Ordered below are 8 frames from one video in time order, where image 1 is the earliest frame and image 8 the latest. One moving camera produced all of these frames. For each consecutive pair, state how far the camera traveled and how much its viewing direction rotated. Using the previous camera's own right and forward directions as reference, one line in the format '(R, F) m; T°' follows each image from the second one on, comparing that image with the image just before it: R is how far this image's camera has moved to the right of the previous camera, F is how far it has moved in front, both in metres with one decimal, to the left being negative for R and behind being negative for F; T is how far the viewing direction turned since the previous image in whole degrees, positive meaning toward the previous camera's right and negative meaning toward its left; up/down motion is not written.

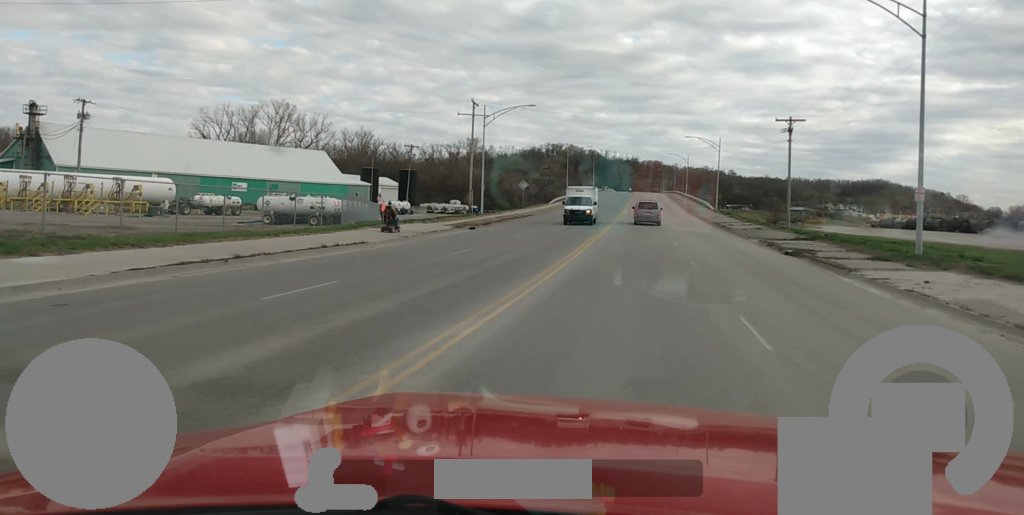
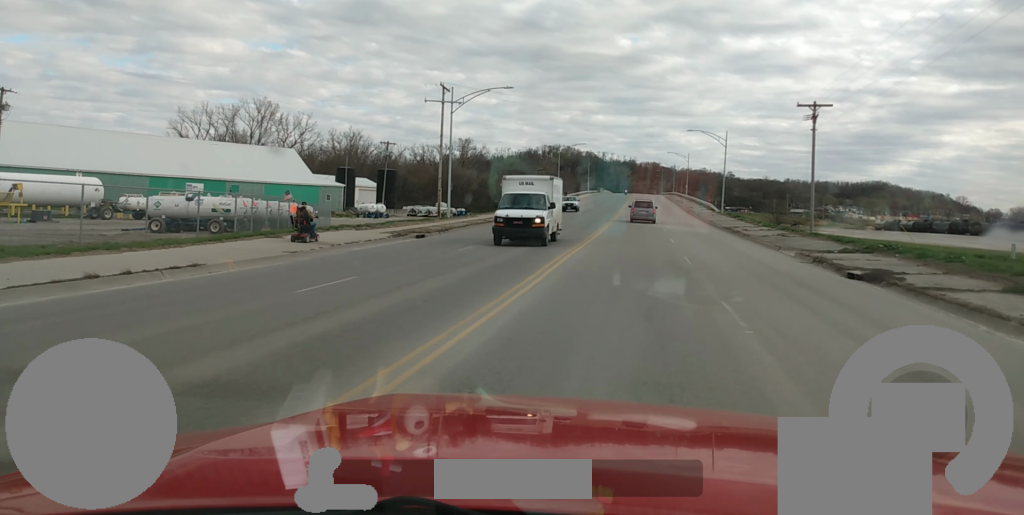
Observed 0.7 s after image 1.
(0.0, +10.5) m; -2°
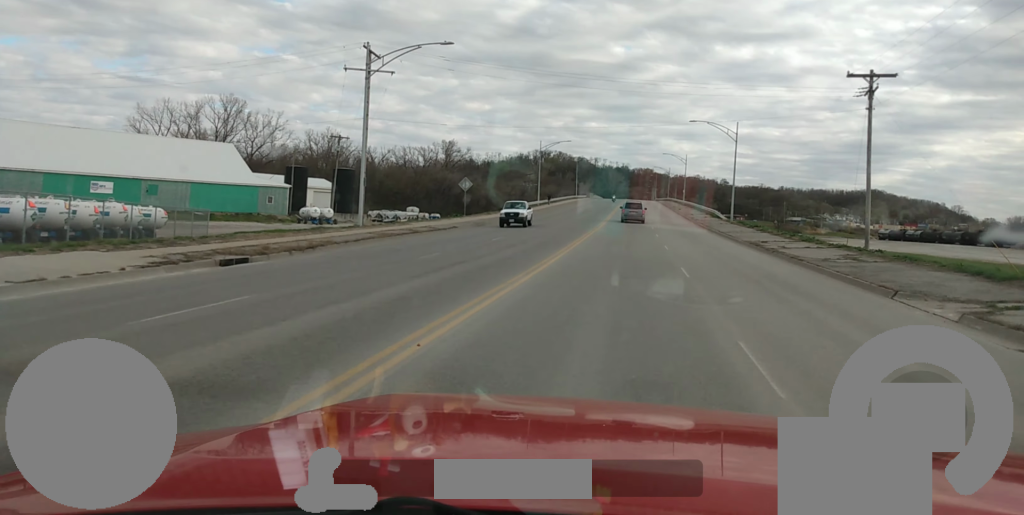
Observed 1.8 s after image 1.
(-0.5, +16.8) m; -2°
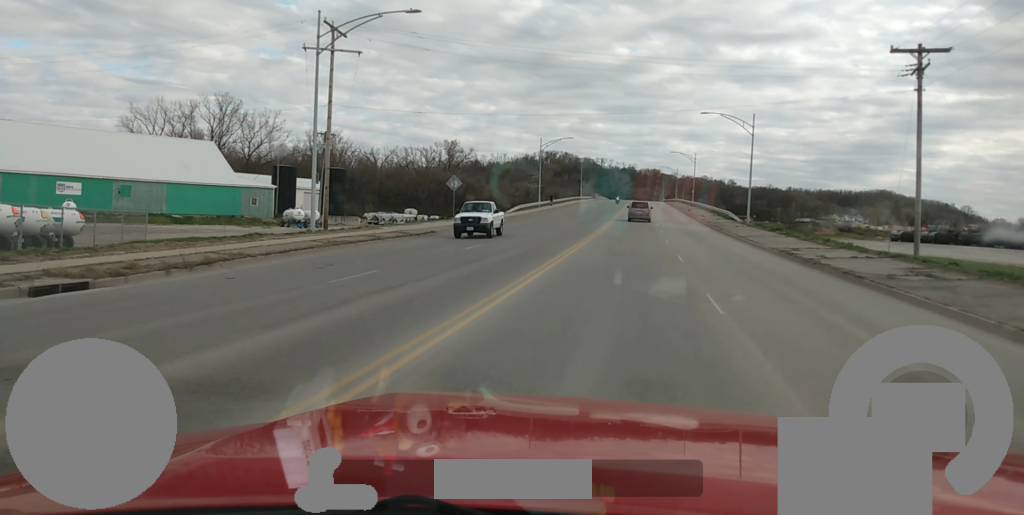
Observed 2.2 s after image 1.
(-0.1, +6.4) m; 0°
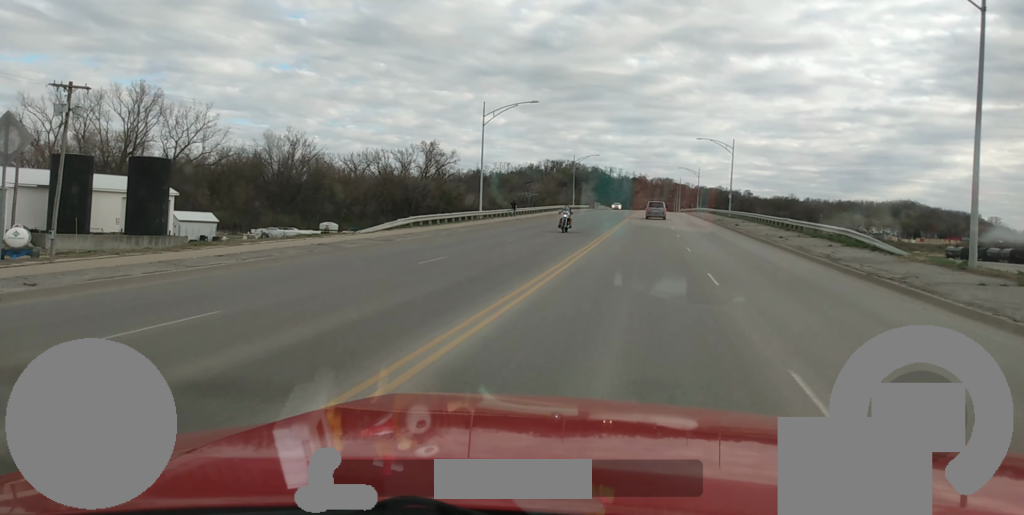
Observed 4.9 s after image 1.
(+2.4, +44.1) m; +2°
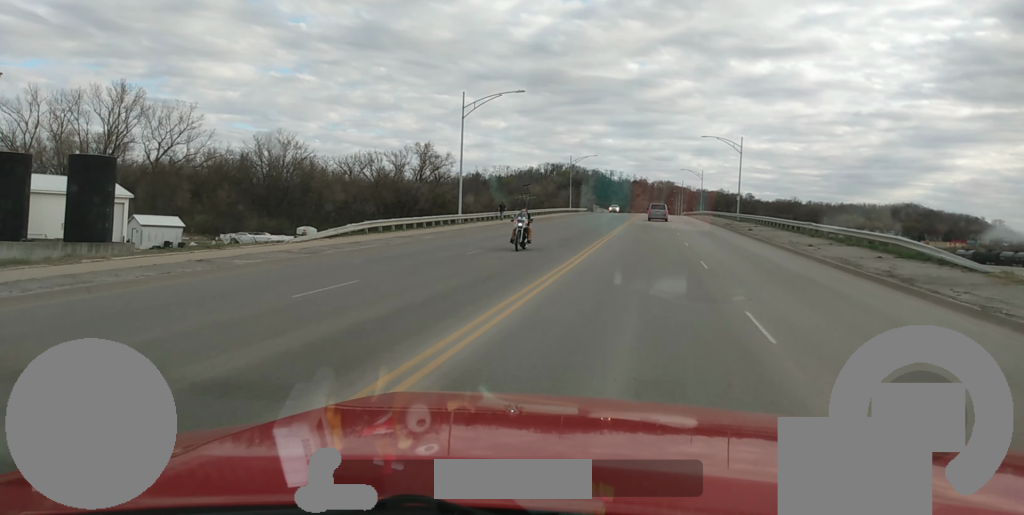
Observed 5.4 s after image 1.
(-0.1, +7.3) m; 0°
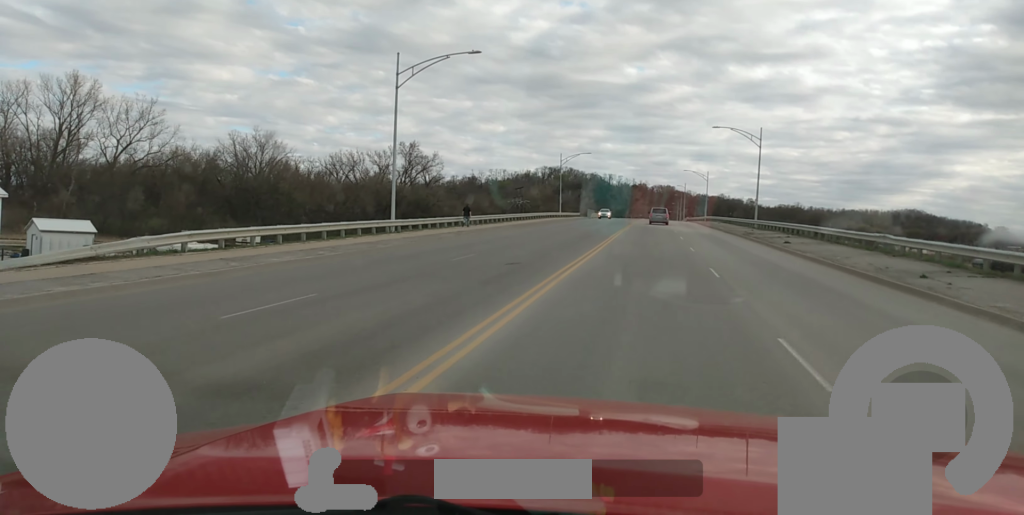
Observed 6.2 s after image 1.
(-0.3, +14.1) m; 0°
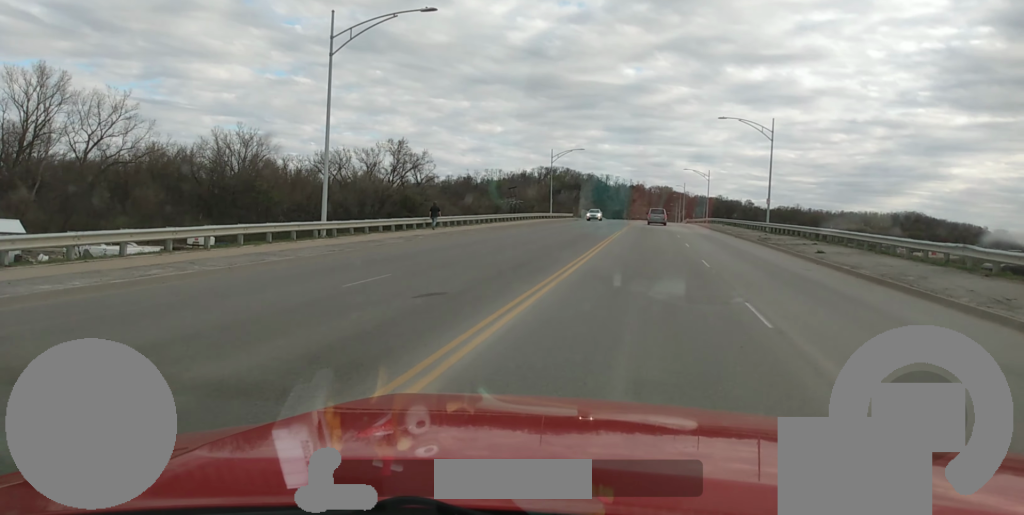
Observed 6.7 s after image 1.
(+0.2, +8.4) m; 0°
